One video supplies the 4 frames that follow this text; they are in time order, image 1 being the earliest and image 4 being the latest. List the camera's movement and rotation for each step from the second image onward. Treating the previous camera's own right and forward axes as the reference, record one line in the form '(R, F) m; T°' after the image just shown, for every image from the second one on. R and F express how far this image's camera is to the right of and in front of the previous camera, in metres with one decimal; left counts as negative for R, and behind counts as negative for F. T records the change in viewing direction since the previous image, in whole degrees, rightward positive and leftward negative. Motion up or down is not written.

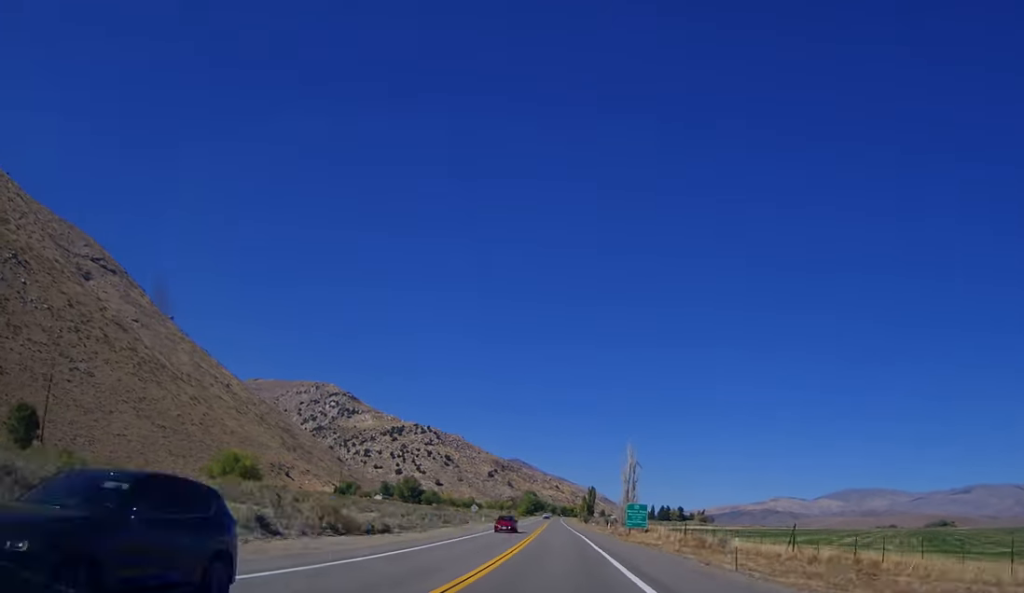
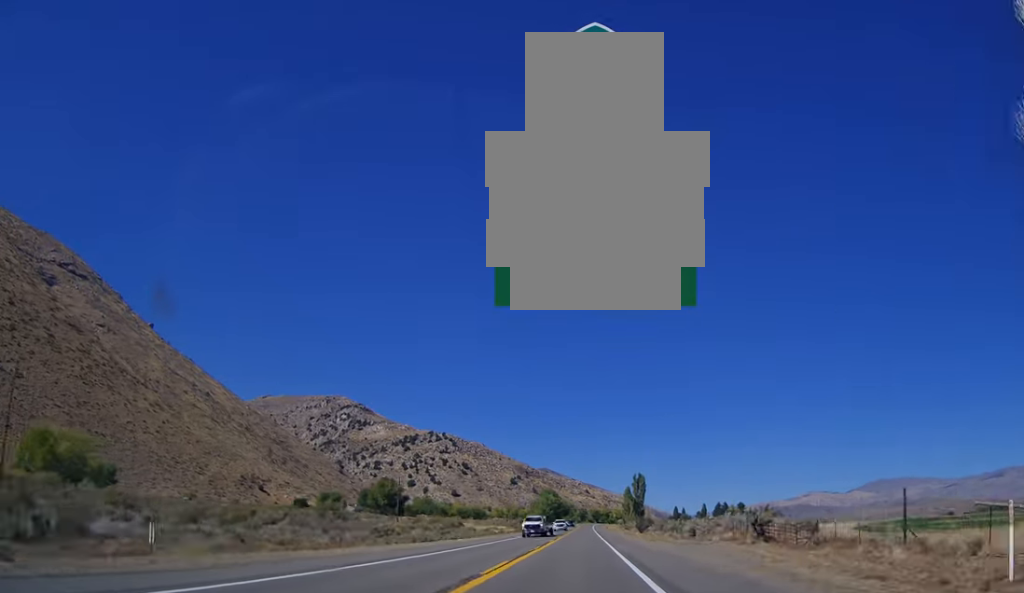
(-4.8, +101.6) m; -4°
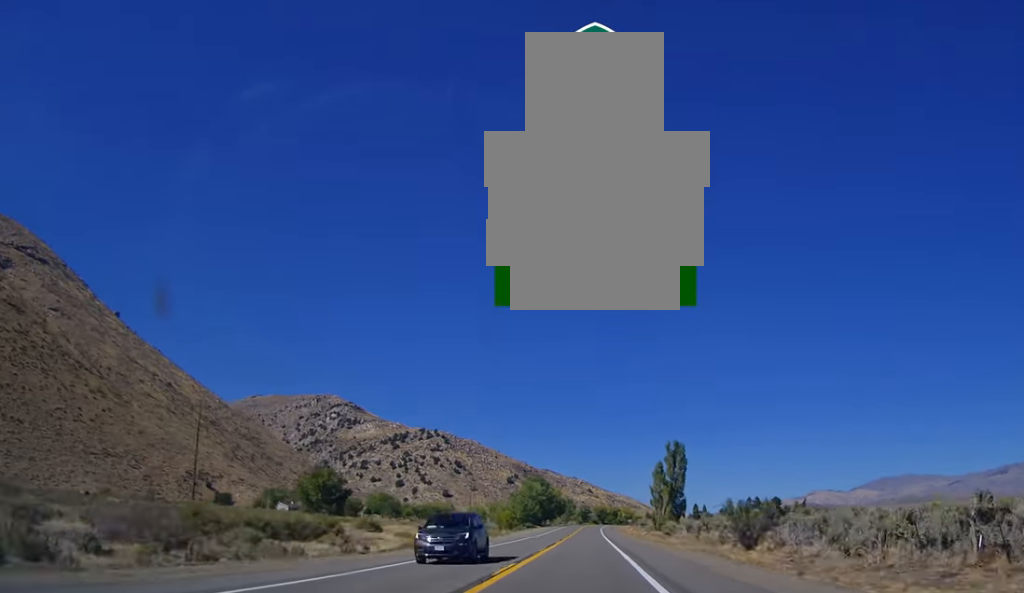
(0.0, +73.6) m; 0°
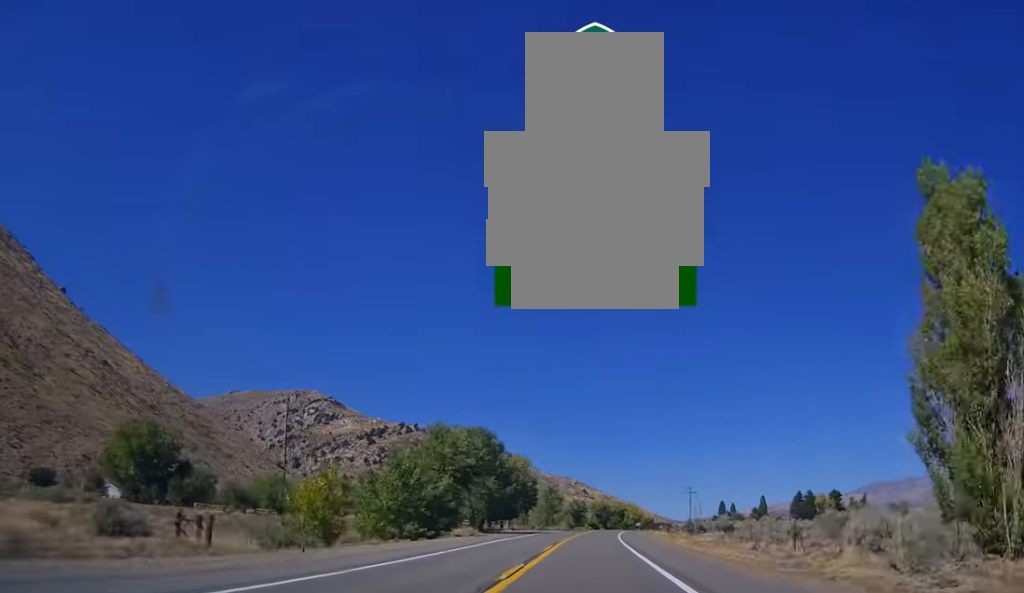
(+0.1, +89.7) m; +1°
